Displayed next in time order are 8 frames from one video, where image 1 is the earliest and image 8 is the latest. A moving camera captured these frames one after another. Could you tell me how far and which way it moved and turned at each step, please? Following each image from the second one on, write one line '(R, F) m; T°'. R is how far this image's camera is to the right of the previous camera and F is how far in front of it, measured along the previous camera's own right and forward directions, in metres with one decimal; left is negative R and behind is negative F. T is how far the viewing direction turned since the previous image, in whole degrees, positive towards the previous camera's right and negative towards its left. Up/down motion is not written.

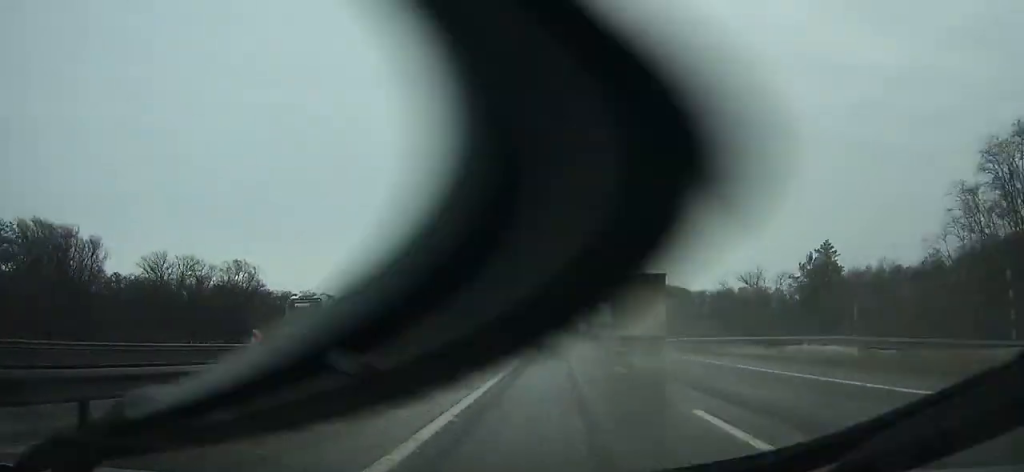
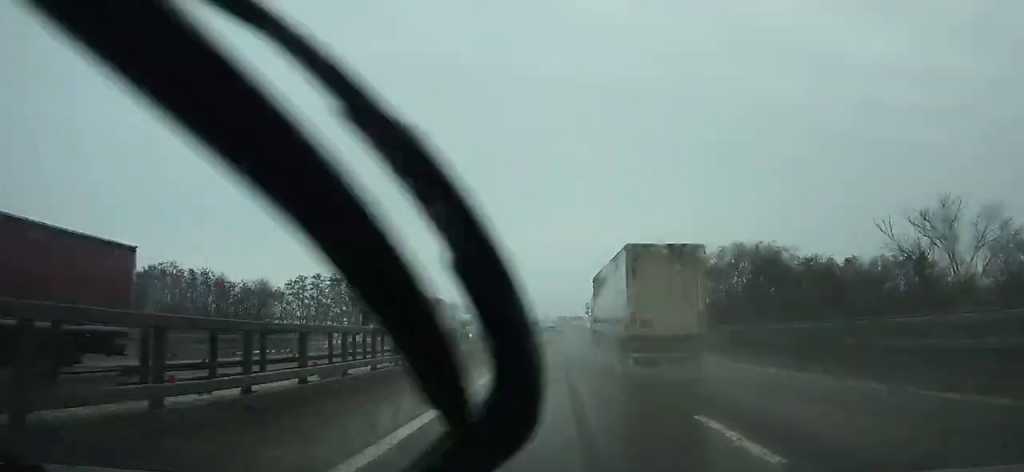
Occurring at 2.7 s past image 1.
(-0.1, +72.6) m; 0°
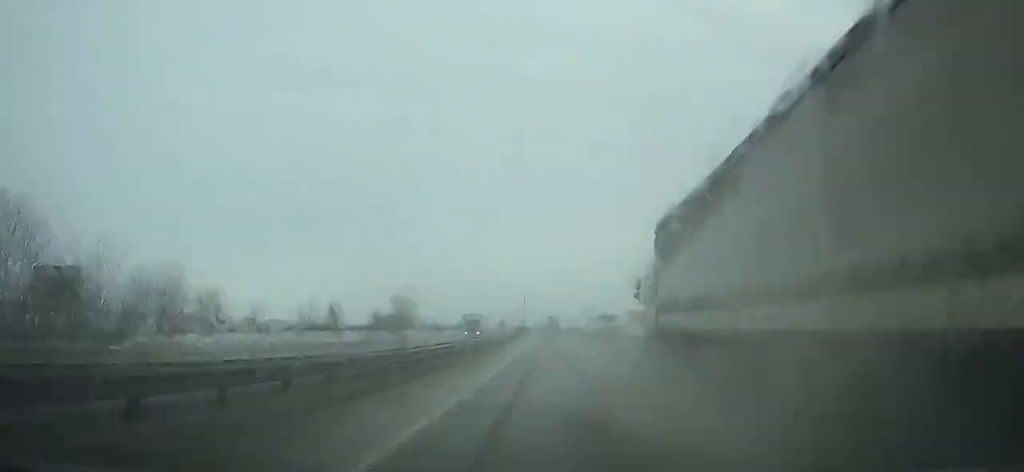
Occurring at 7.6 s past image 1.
(-0.2, +131.2) m; -1°
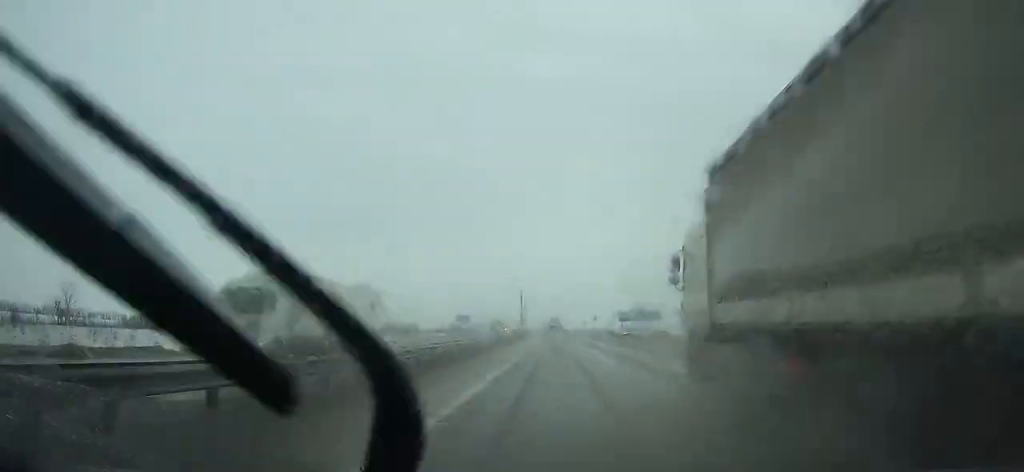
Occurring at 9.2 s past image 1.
(-0.1, +42.5) m; -1°
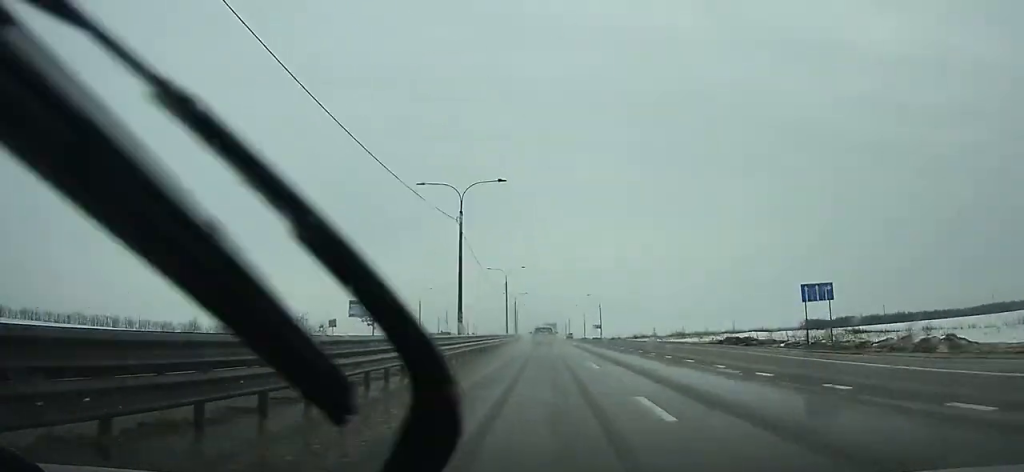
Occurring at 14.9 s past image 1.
(-3.1, +148.4) m; -3°
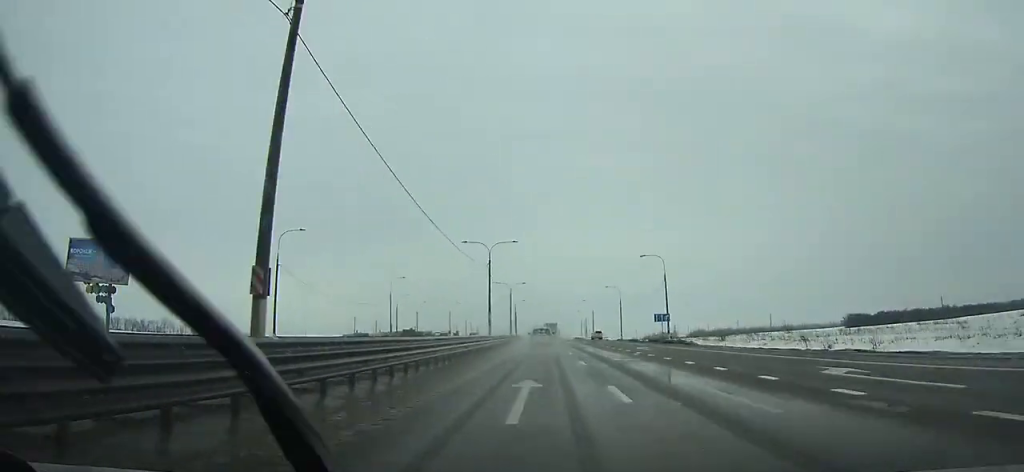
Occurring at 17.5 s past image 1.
(-0.7, +66.2) m; -2°
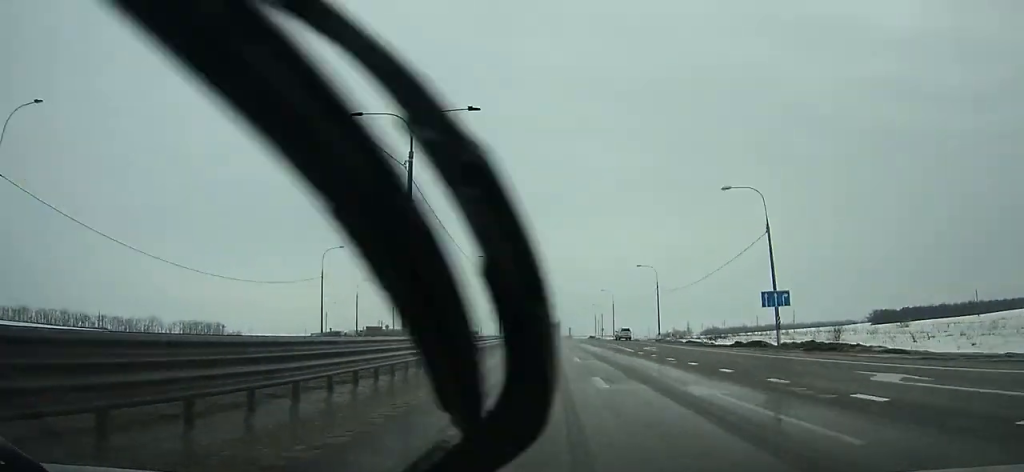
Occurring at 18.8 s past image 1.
(-0.5, +32.8) m; -1°
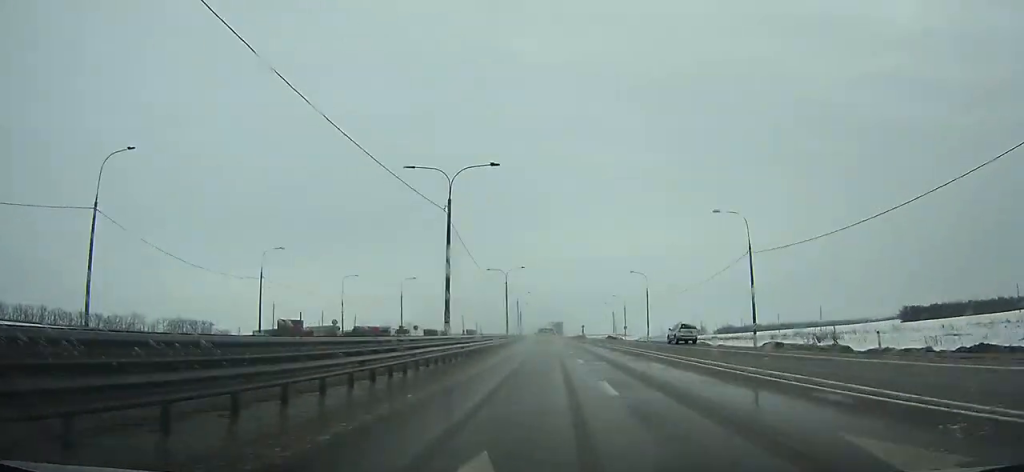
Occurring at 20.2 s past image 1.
(-0.2, +35.3) m; -1°
